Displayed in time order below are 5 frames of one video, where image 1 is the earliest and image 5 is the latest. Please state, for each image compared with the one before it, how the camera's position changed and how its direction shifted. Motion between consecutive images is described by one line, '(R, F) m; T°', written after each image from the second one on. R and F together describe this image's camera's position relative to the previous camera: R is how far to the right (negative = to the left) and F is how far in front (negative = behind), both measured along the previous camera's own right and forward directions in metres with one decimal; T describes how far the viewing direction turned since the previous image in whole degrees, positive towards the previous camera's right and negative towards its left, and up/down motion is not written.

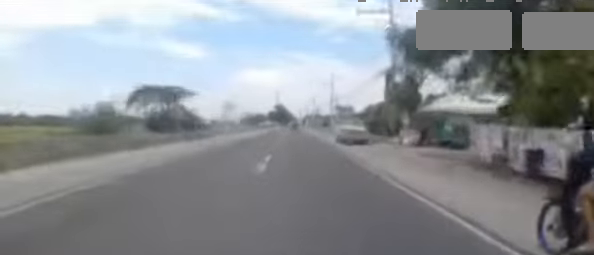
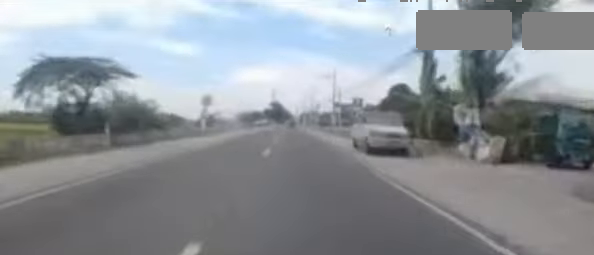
(0.0, +8.0) m; 0°
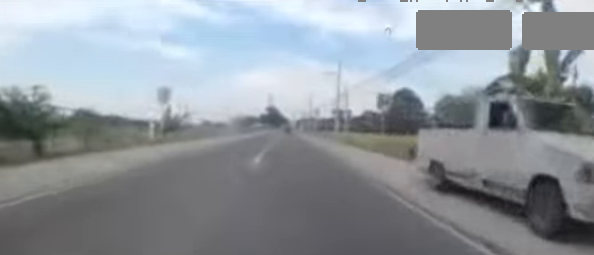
(0.0, +9.7) m; 0°
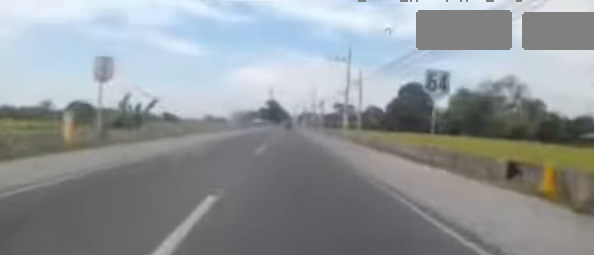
(0.0, +7.2) m; 0°
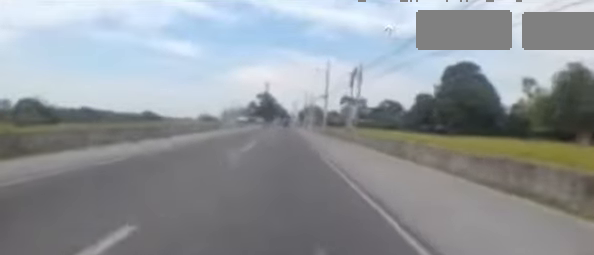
(0.0, +38.1) m; 0°
